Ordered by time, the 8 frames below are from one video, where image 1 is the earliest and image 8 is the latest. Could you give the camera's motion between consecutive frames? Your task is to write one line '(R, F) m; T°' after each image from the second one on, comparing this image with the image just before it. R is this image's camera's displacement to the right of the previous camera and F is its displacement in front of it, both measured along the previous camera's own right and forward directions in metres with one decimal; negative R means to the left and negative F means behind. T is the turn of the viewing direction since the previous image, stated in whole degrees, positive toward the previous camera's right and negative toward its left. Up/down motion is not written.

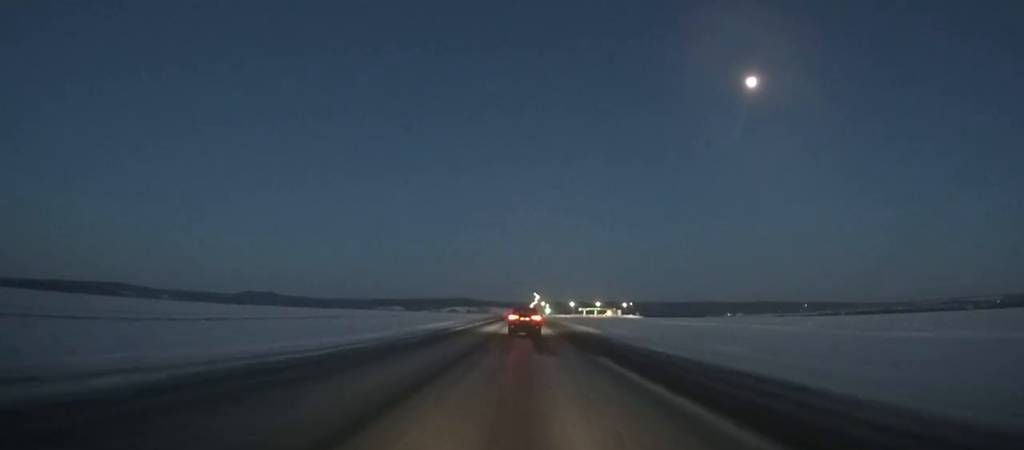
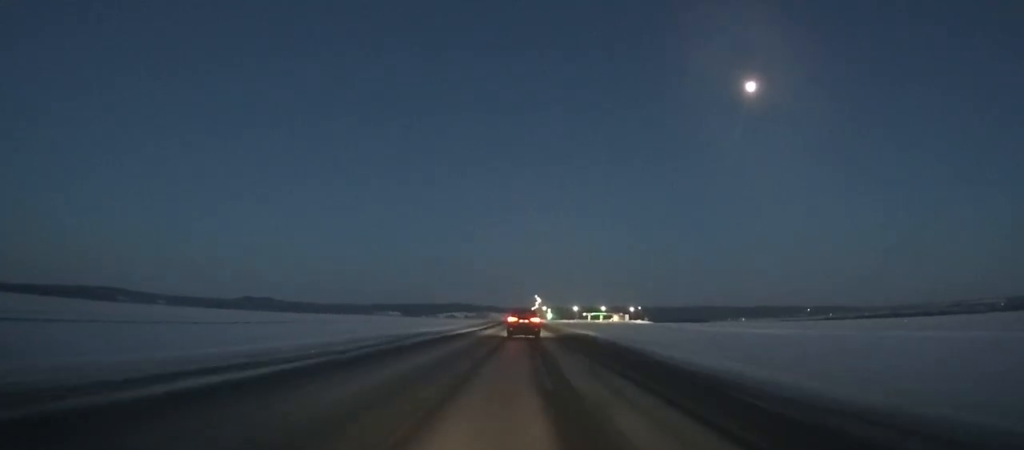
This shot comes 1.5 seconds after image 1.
(+0.1, +34.9) m; 0°
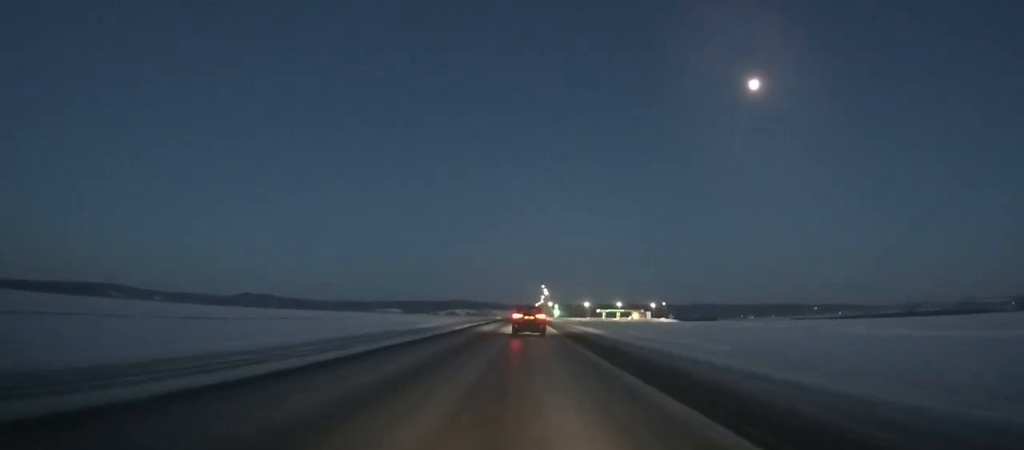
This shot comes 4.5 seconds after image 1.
(+0.2, +69.3) m; 0°
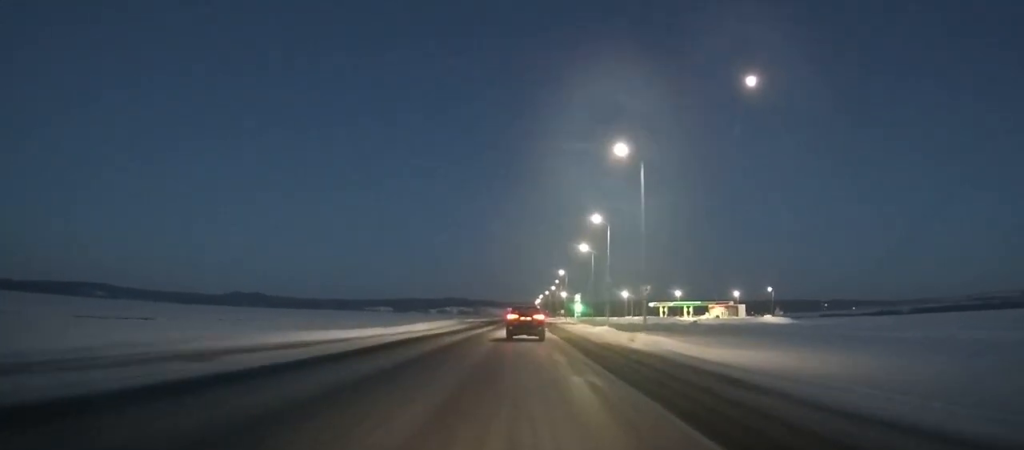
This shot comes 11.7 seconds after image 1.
(-0.7, +162.2) m; 0°
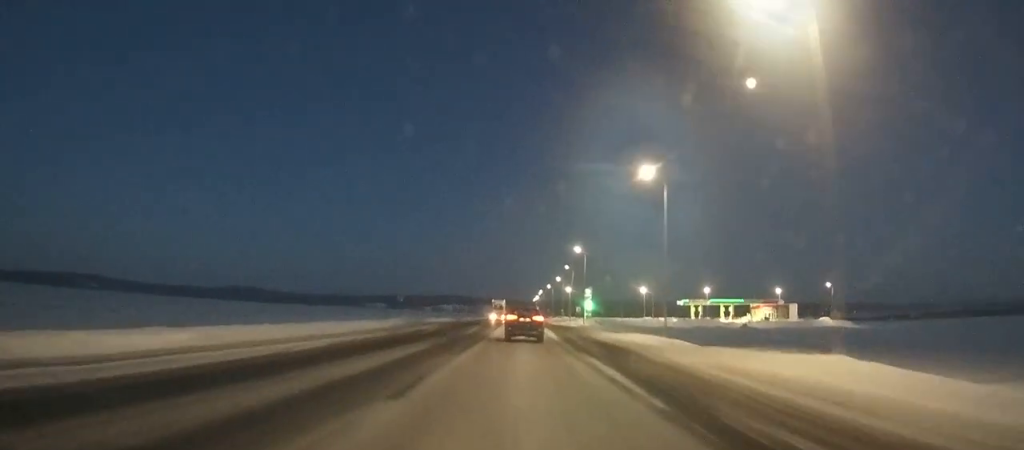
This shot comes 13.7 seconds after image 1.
(-0.1, +43.7) m; 0°
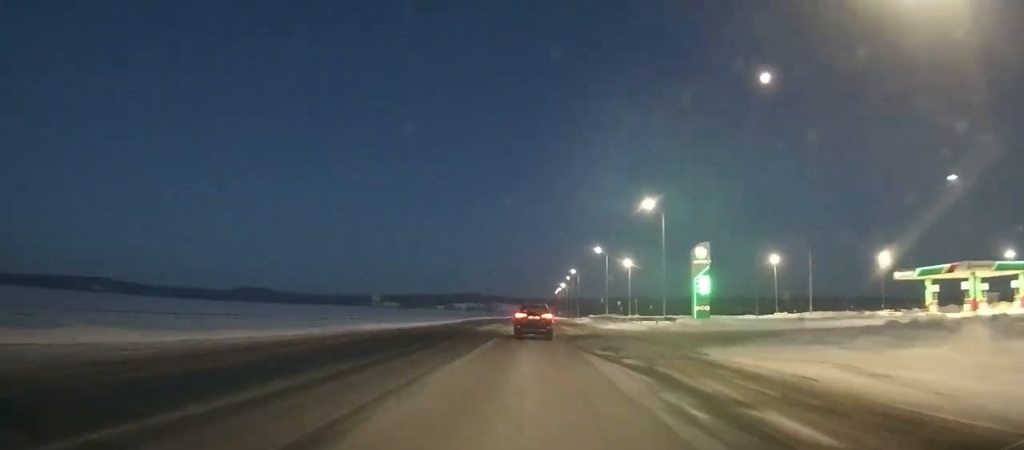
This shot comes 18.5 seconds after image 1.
(-0.1, +100.2) m; 0°
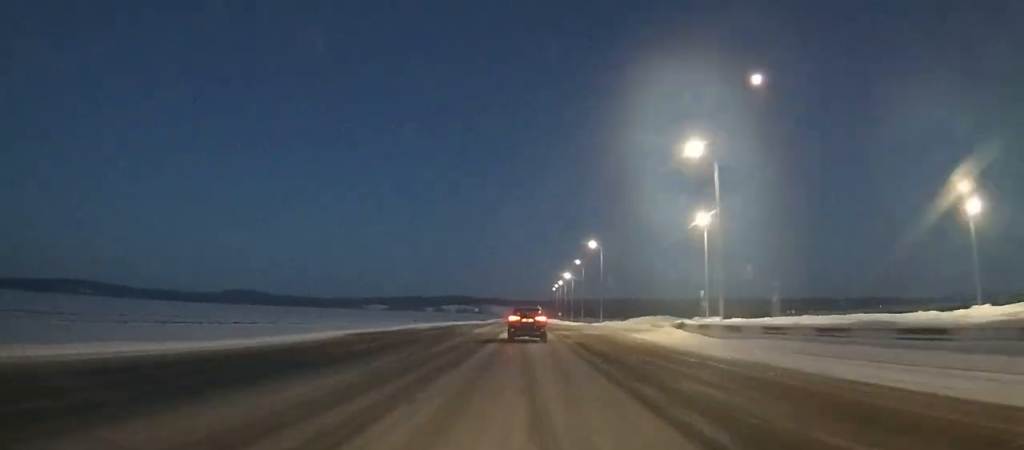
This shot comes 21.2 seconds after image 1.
(-0.2, +54.5) m; 0°
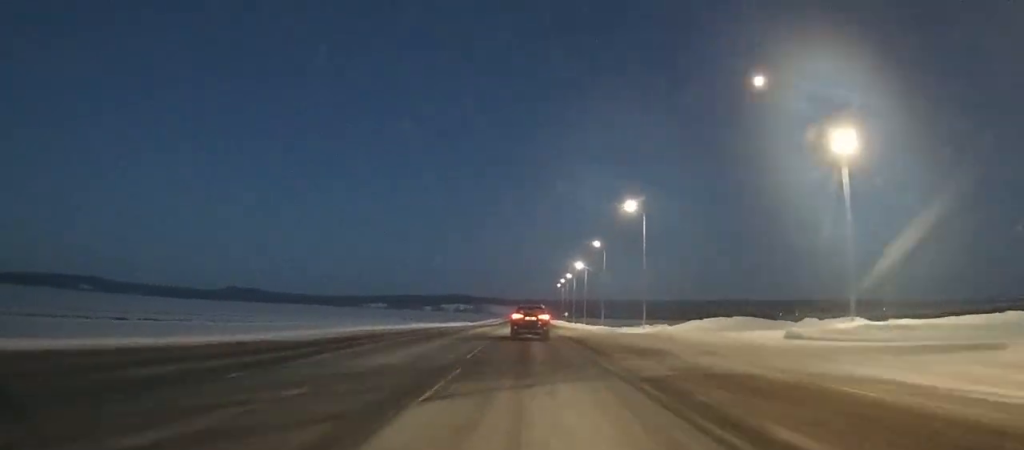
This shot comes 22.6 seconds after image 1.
(0.0, +28.0) m; 0°
